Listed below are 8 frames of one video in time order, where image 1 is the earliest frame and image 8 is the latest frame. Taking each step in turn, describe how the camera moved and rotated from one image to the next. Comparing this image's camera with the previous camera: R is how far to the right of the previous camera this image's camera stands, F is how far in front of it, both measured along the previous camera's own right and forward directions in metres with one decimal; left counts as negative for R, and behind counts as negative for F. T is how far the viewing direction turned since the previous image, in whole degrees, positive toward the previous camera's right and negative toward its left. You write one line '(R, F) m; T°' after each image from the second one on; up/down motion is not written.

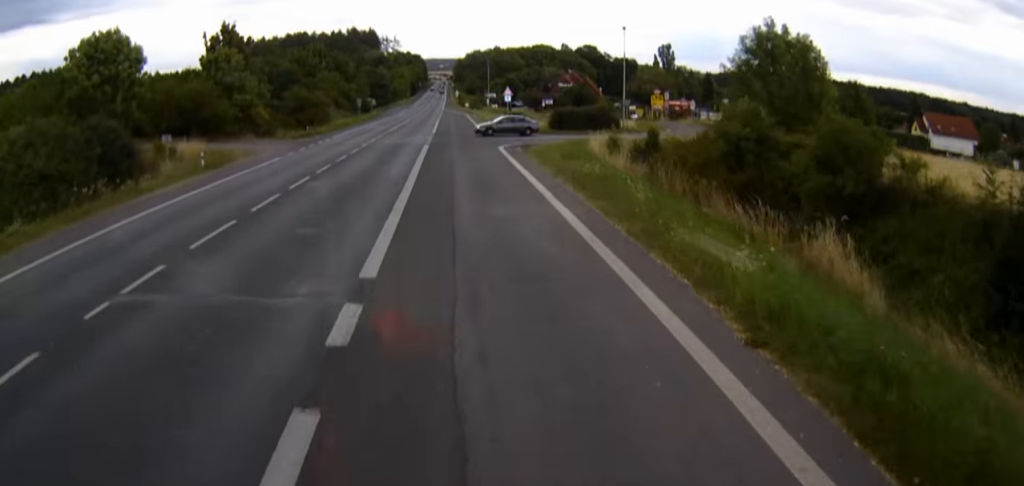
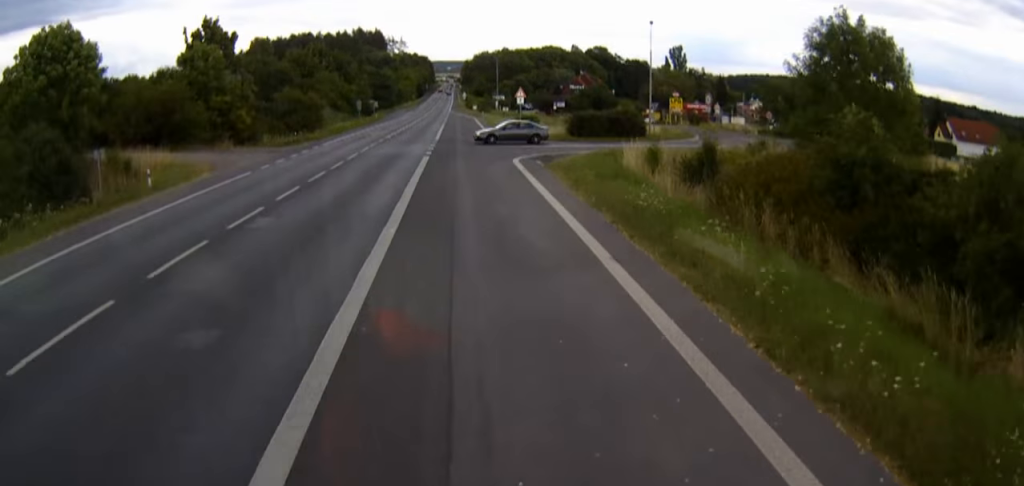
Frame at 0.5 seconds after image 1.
(-0.1, +9.0) m; -1°
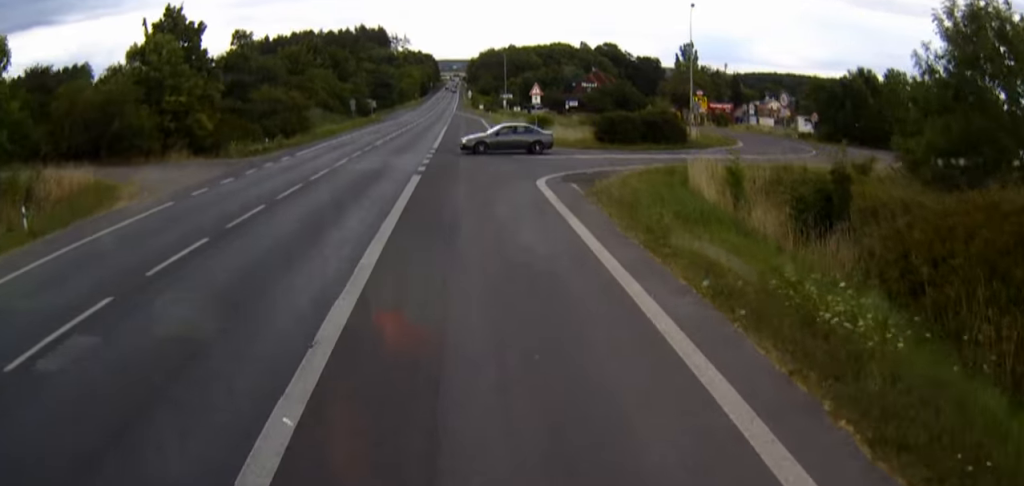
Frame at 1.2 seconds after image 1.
(-0.1, +11.8) m; 0°
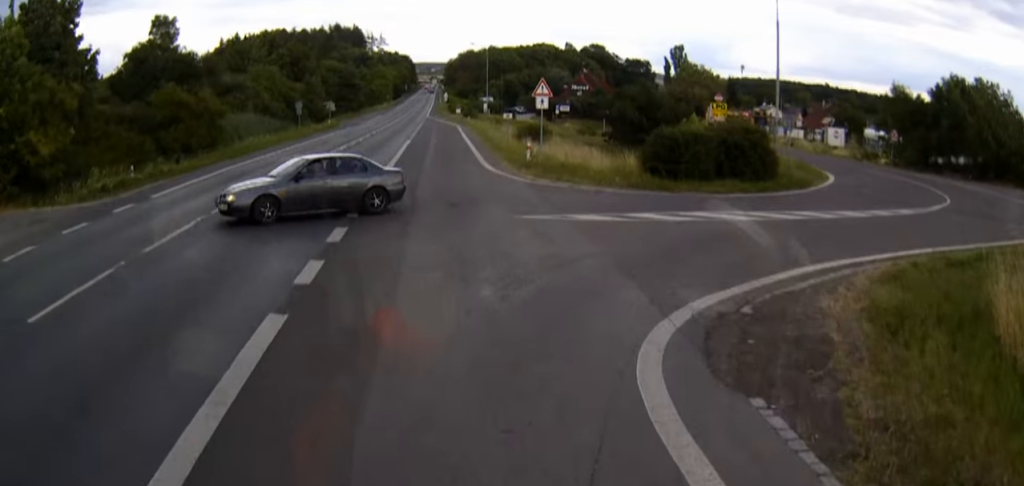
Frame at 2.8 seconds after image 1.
(+0.2, +23.4) m; +4°
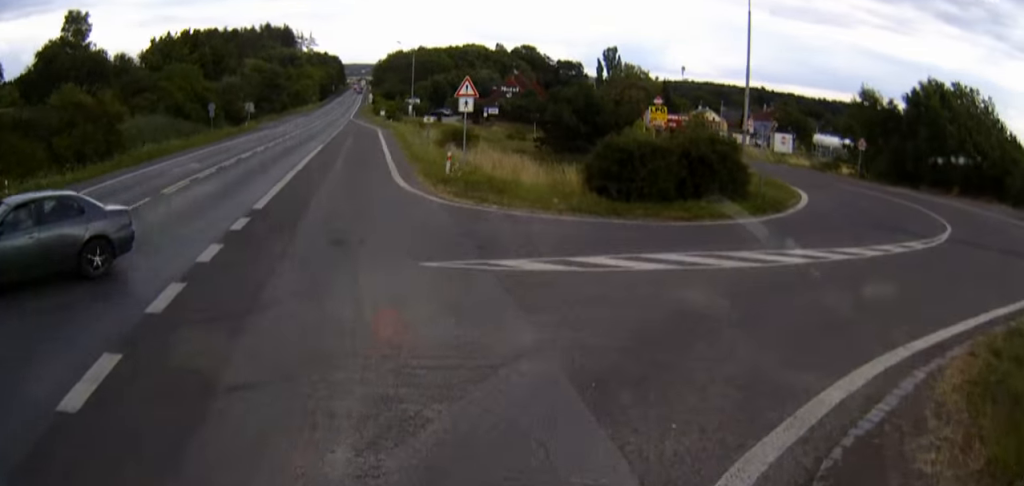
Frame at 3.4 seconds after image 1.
(+0.3, +7.5) m; +7°
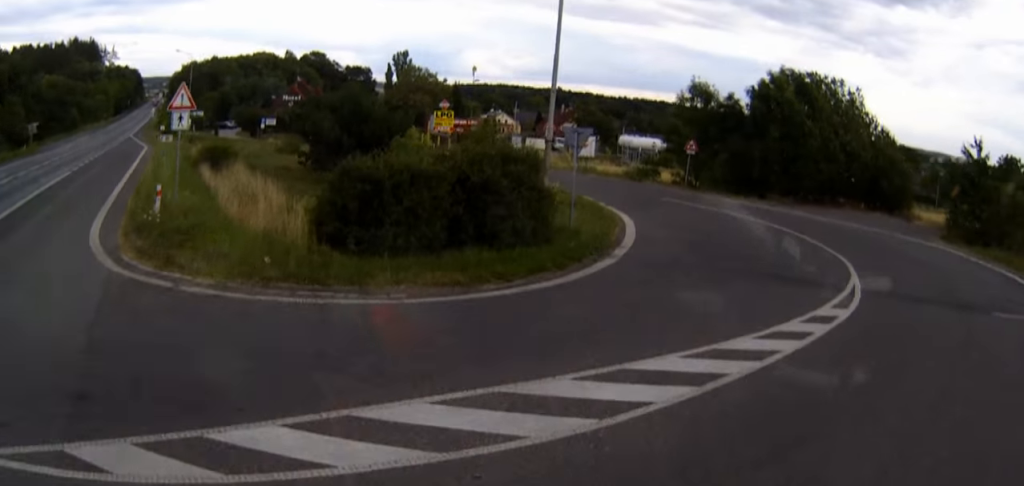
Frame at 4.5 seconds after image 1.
(+1.3, +10.3) m; +18°
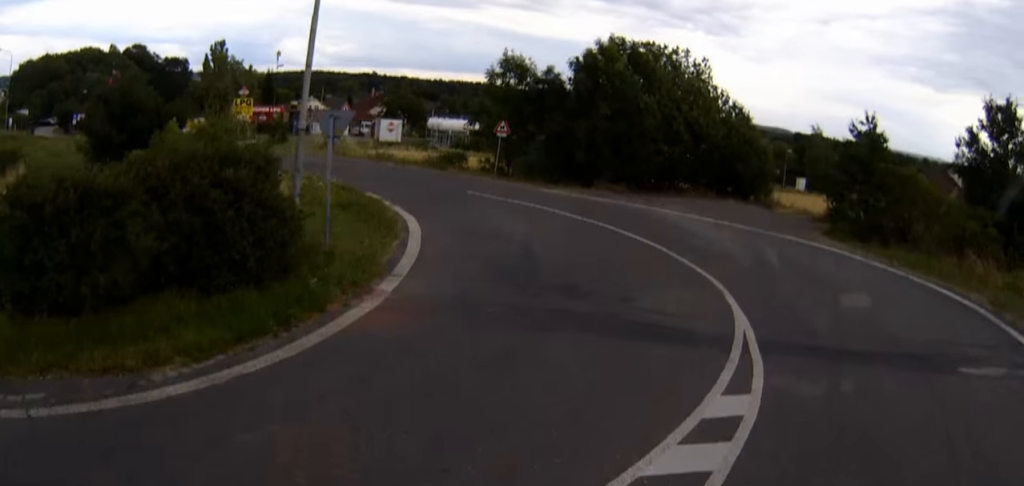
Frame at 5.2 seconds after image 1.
(+0.9, +6.3) m; +11°
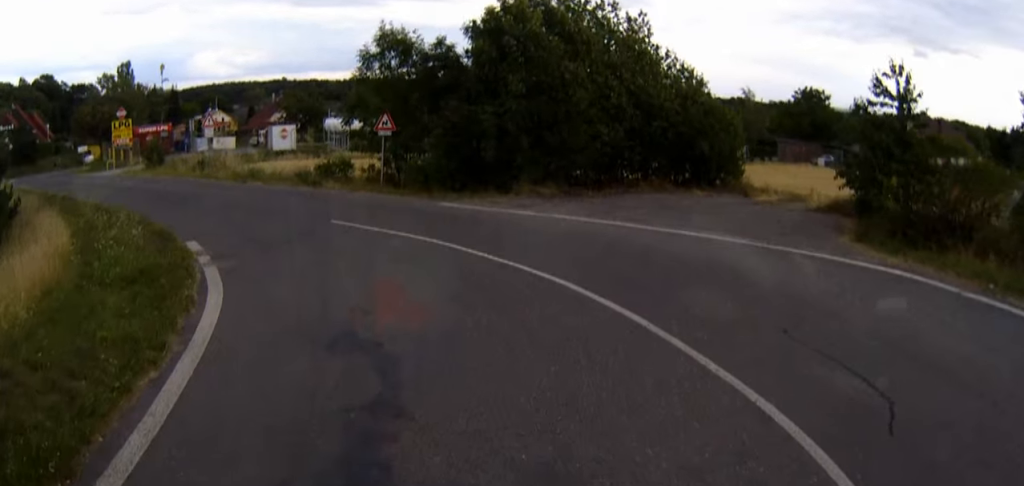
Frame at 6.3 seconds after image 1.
(+1.0, +8.6) m; +4°
